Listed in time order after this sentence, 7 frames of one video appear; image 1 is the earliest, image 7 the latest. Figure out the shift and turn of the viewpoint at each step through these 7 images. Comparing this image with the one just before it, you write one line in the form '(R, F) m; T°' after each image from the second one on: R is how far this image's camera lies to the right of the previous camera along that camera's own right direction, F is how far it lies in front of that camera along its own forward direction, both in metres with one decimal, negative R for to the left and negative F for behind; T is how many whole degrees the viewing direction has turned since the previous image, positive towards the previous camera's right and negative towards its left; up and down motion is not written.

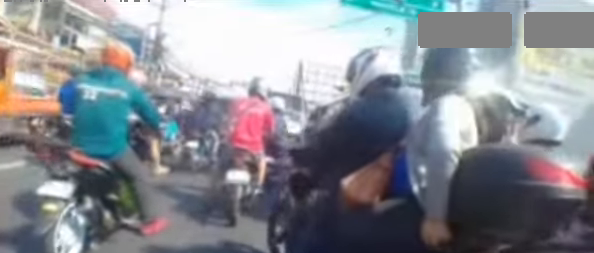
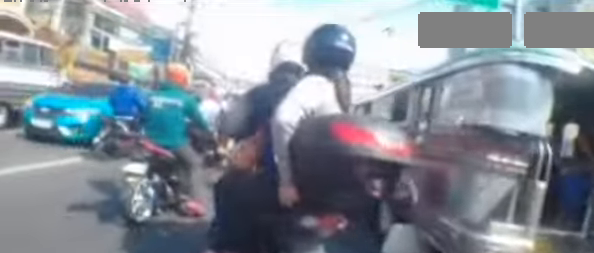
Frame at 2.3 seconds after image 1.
(0.0, +0.3) m; 0°
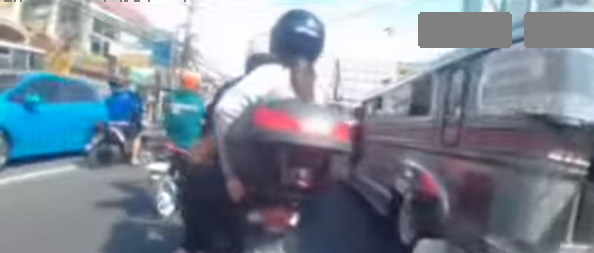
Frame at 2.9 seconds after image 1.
(0.0, 0.0) m; 0°
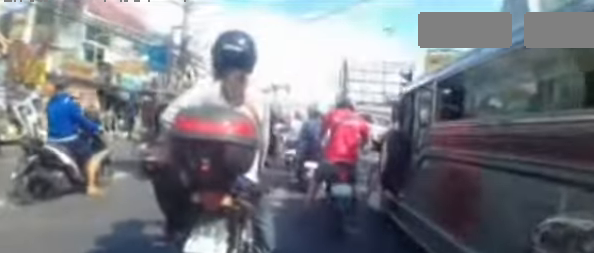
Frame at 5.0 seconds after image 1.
(0.0, +0.3) m; 0°
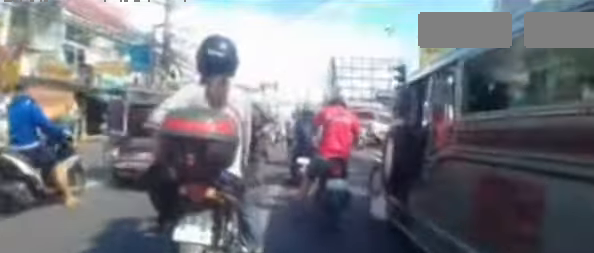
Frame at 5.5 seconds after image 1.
(0.0, +0.2) m; 0°
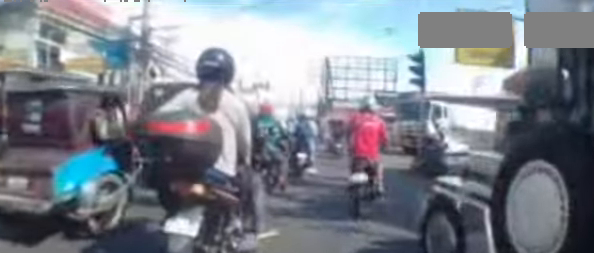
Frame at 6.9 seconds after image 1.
(0.0, +1.9) m; 0°
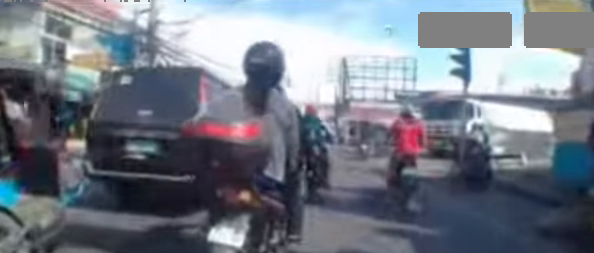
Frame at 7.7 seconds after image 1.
(0.0, +1.5) m; 0°
